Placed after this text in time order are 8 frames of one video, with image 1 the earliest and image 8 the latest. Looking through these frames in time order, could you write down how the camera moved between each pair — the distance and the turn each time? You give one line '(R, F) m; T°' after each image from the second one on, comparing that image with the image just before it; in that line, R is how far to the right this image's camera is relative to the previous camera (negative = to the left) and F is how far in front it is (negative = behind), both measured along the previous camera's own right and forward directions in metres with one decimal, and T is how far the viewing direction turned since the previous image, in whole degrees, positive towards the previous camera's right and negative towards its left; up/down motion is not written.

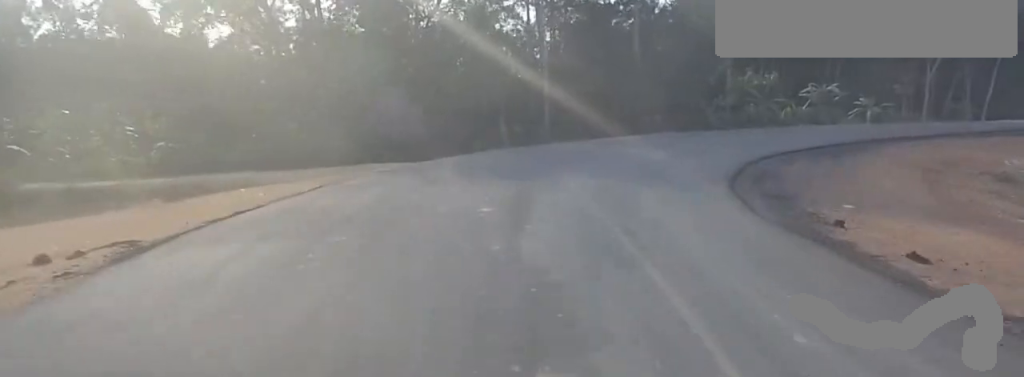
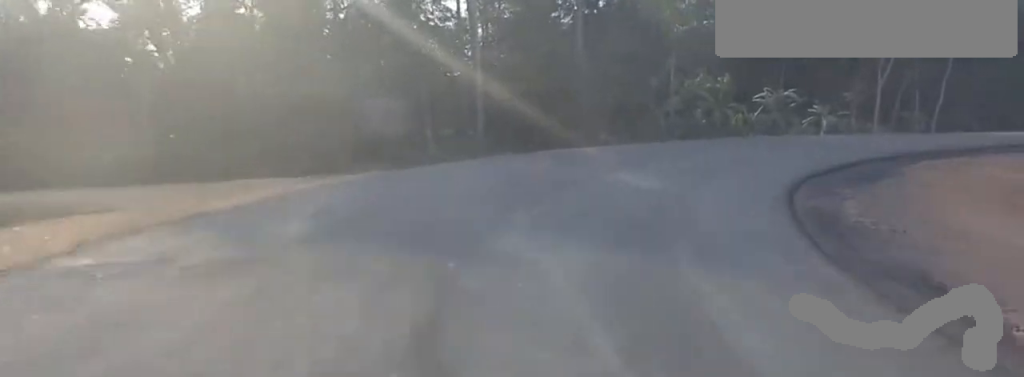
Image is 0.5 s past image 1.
(+0.3, +5.1) m; +8°
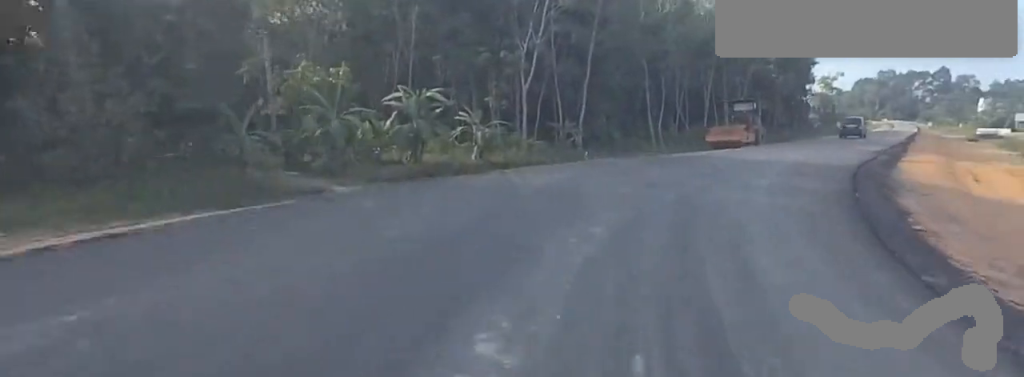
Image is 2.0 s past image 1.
(+4.2, +14.7) m; +25°
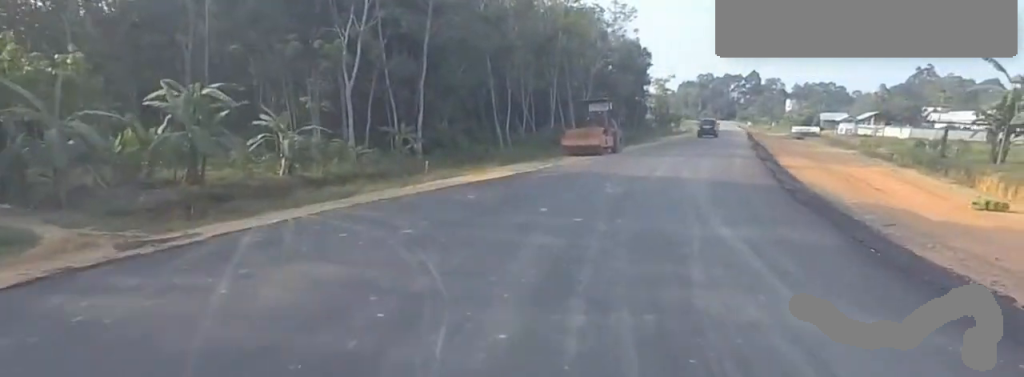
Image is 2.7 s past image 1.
(+0.5, +6.3) m; +12°
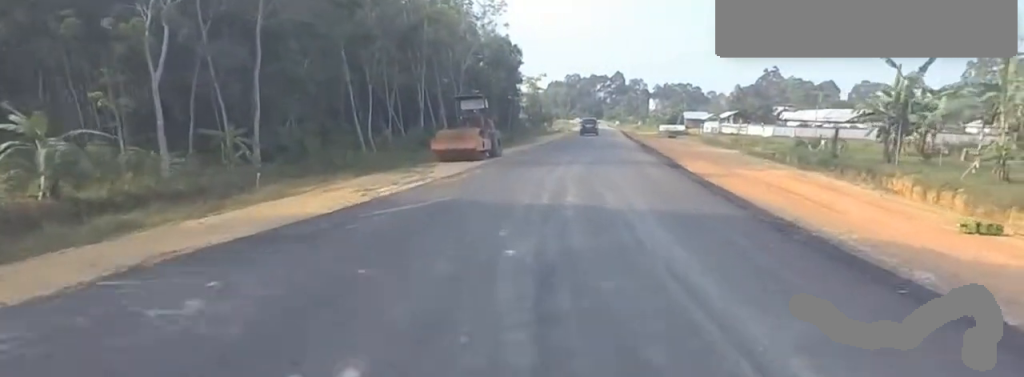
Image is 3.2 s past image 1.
(-0.4, +5.4) m; +12°
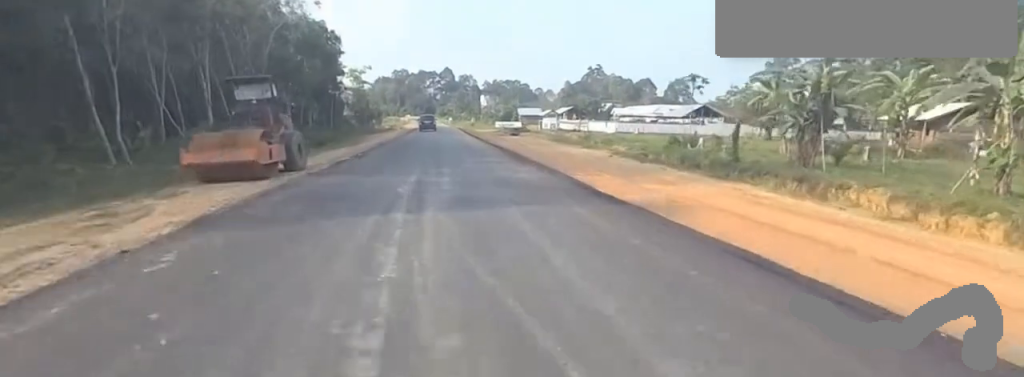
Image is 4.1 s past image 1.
(+2.7, +9.6) m; +15°
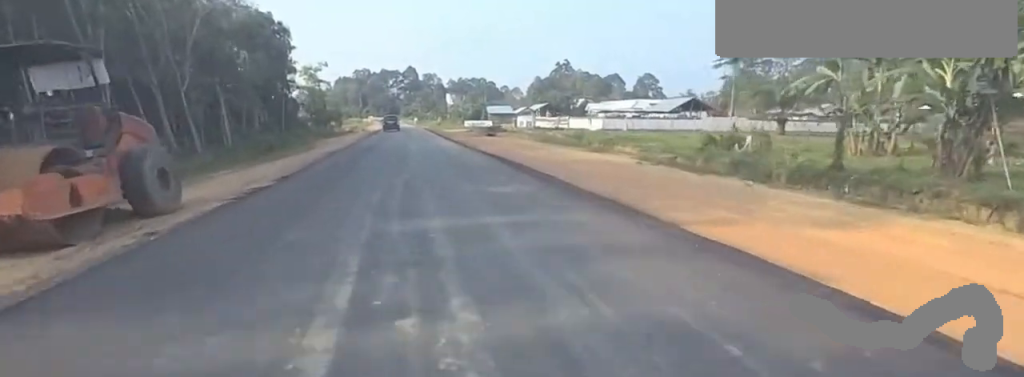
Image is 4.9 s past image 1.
(+0.4, +9.3) m; +2°
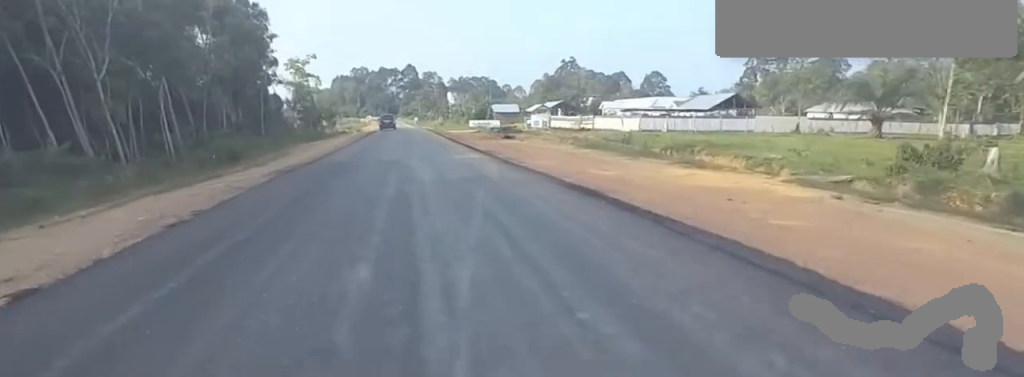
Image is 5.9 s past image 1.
(0.0, +12.7) m; 0°
